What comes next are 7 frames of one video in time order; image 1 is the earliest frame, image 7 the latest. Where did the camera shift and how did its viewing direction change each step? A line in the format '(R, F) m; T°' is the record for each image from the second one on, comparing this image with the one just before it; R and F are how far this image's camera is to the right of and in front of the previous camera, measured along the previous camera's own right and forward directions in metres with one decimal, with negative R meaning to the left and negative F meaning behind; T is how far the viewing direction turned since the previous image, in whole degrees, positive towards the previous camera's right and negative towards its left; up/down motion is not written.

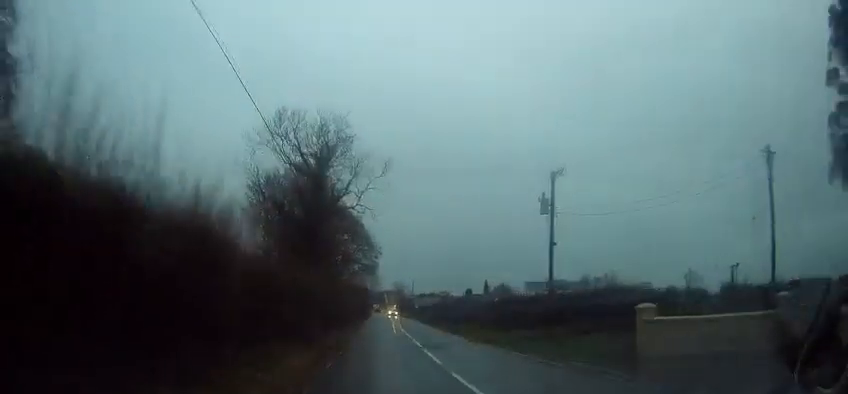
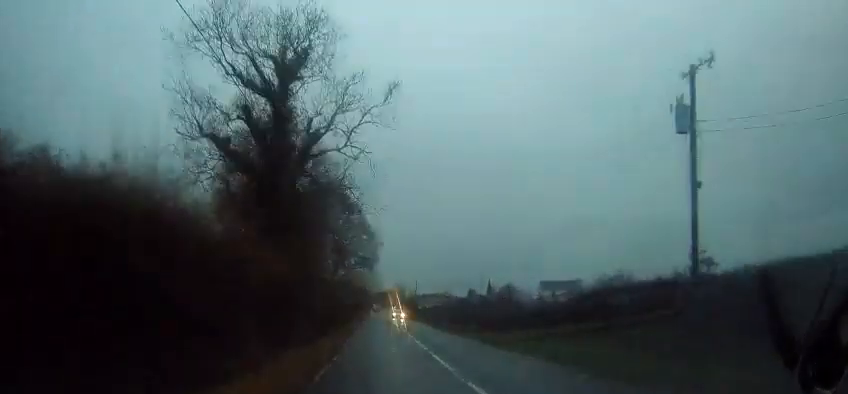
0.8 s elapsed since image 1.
(0.0, +14.5) m; 0°
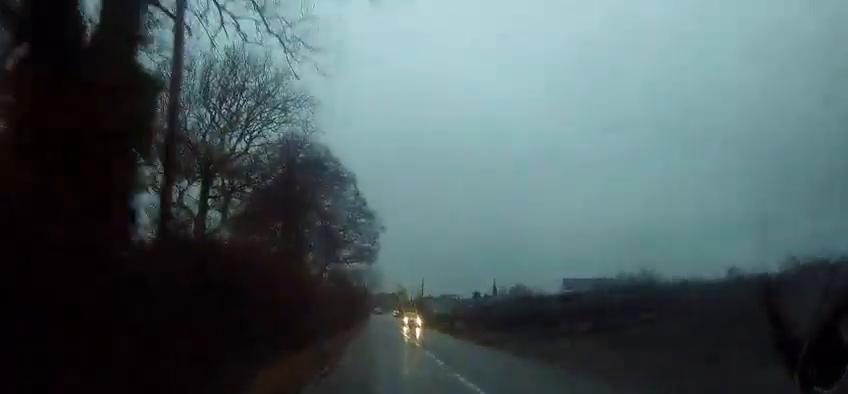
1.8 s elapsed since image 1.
(-0.1, +17.4) m; -1°
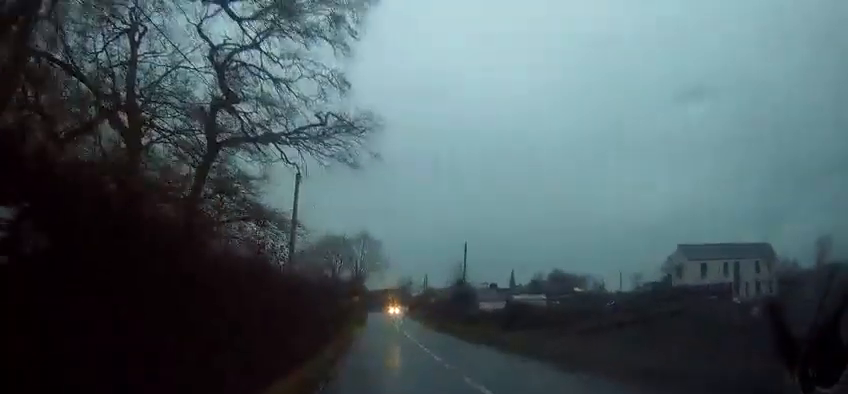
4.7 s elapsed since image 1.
(-0.3, +51.4) m; 0°
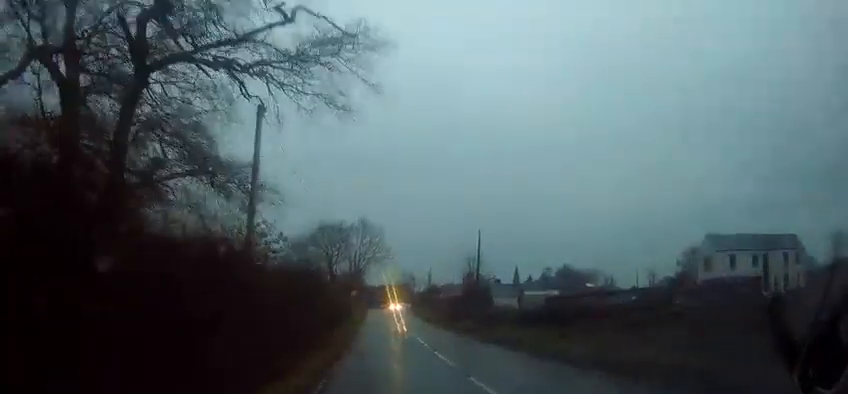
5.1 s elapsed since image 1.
(-0.1, +7.3) m; -1°
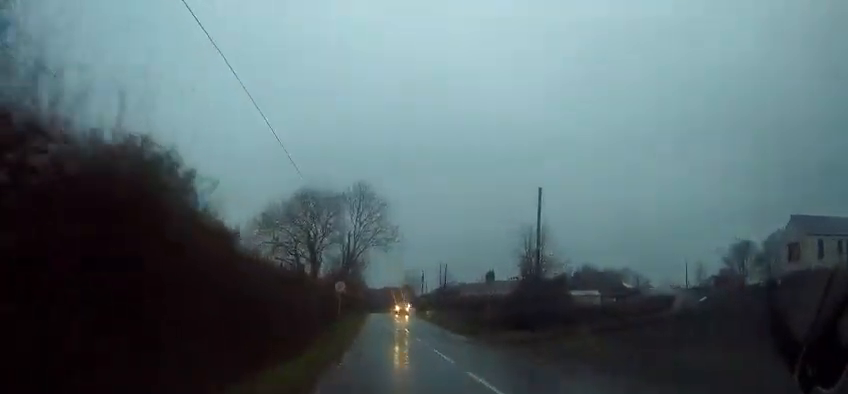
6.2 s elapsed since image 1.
(-0.2, +18.0) m; +1°
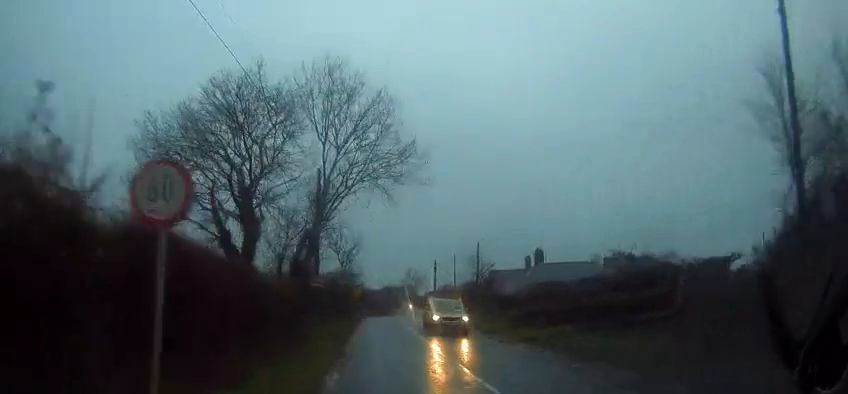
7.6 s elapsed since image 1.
(+0.5, +21.5) m; 0°
